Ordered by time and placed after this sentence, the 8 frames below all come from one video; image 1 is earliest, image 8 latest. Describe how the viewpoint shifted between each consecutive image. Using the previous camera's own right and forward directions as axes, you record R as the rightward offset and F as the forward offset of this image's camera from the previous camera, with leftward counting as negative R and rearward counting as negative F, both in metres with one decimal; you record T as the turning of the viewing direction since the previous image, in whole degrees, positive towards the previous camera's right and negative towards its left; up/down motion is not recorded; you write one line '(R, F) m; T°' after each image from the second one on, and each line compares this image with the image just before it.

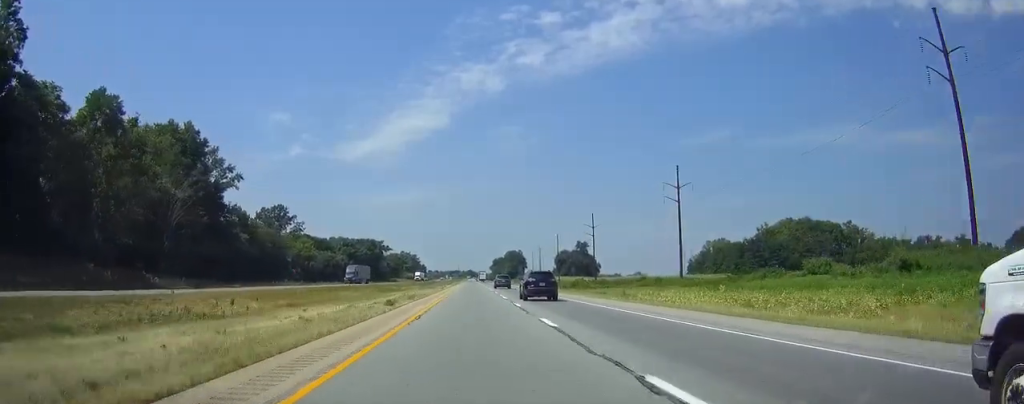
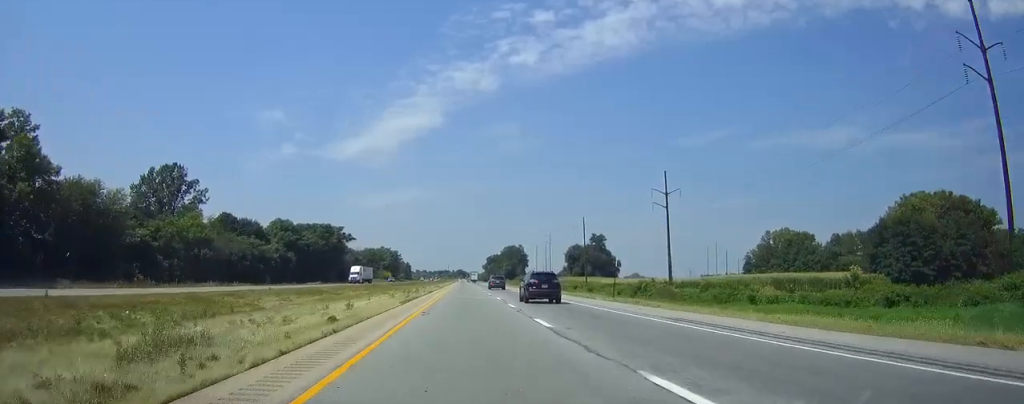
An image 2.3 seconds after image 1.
(+0.3, +72.6) m; +1°
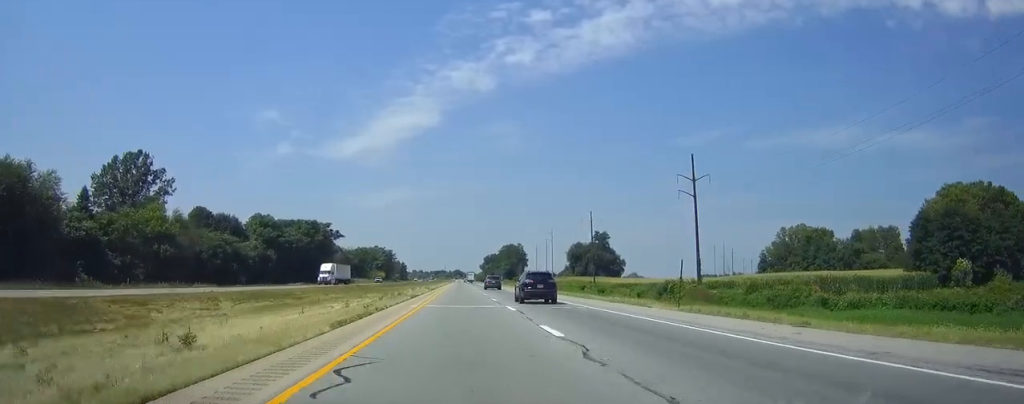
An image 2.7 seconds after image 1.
(0.0, +14.9) m; 0°
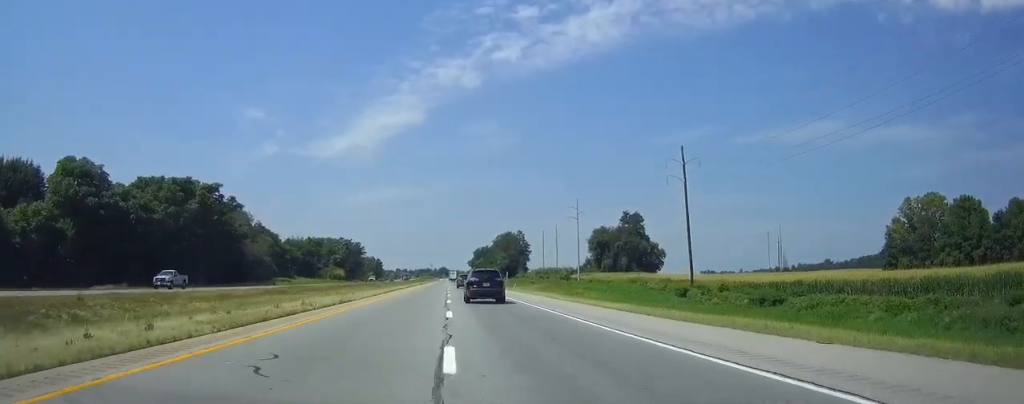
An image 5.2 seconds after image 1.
(+0.8, +79.6) m; +1°
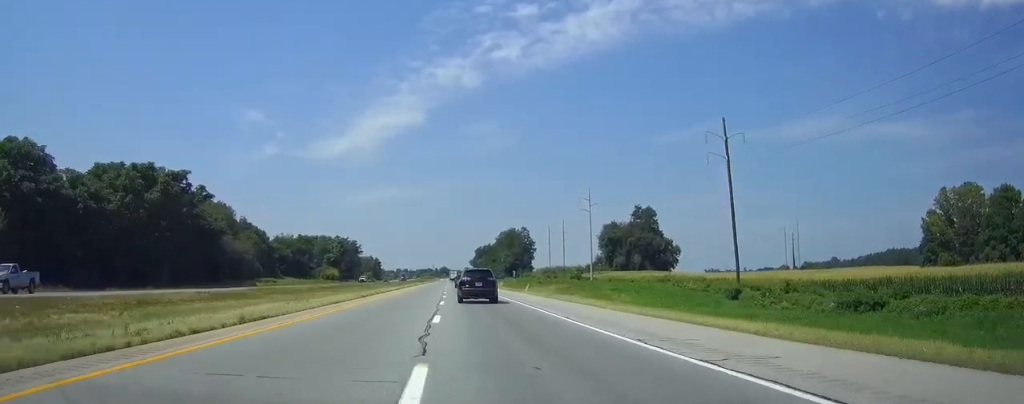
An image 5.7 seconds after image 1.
(0.0, +14.8) m; 0°
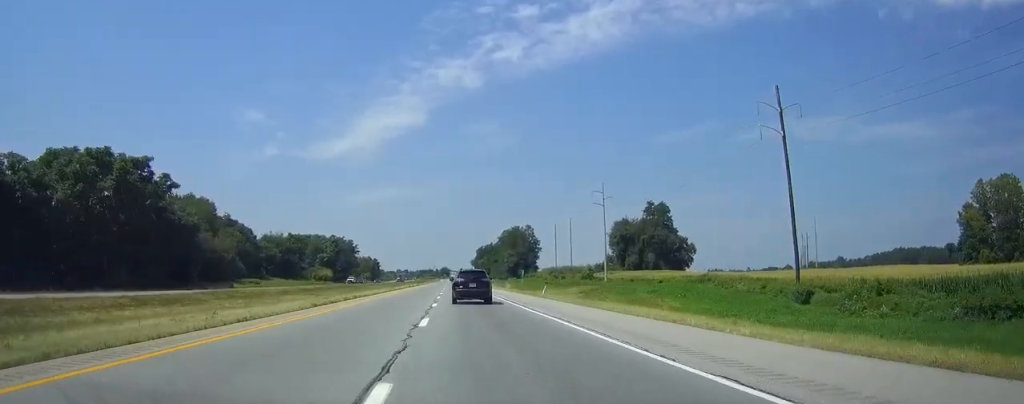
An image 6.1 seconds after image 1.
(0.0, +13.7) m; 0°
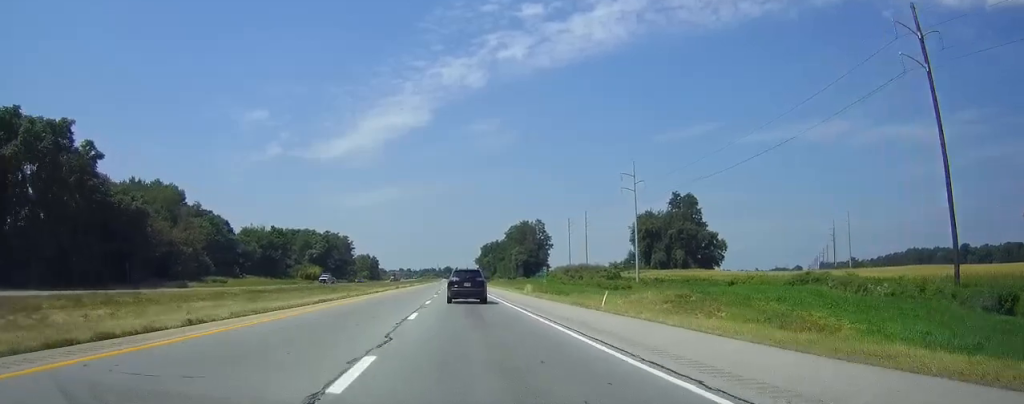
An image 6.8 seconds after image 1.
(0.0, +22.1) m; 0°
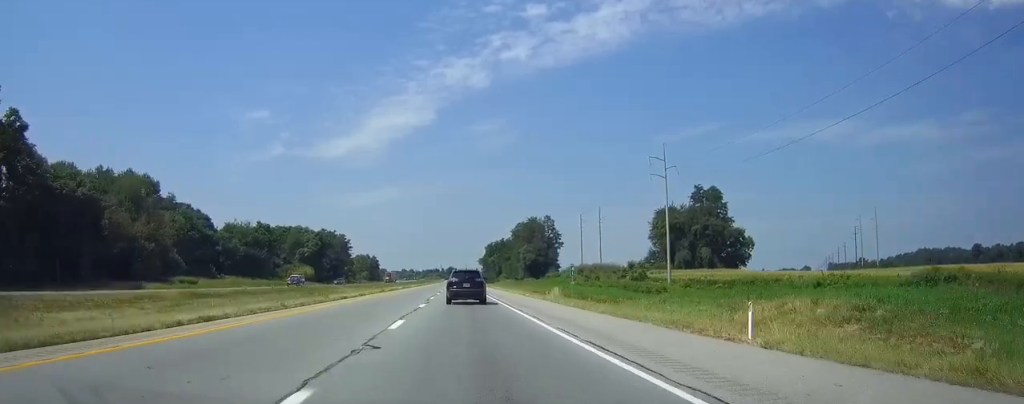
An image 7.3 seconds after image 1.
(0.0, +15.7) m; 0°
